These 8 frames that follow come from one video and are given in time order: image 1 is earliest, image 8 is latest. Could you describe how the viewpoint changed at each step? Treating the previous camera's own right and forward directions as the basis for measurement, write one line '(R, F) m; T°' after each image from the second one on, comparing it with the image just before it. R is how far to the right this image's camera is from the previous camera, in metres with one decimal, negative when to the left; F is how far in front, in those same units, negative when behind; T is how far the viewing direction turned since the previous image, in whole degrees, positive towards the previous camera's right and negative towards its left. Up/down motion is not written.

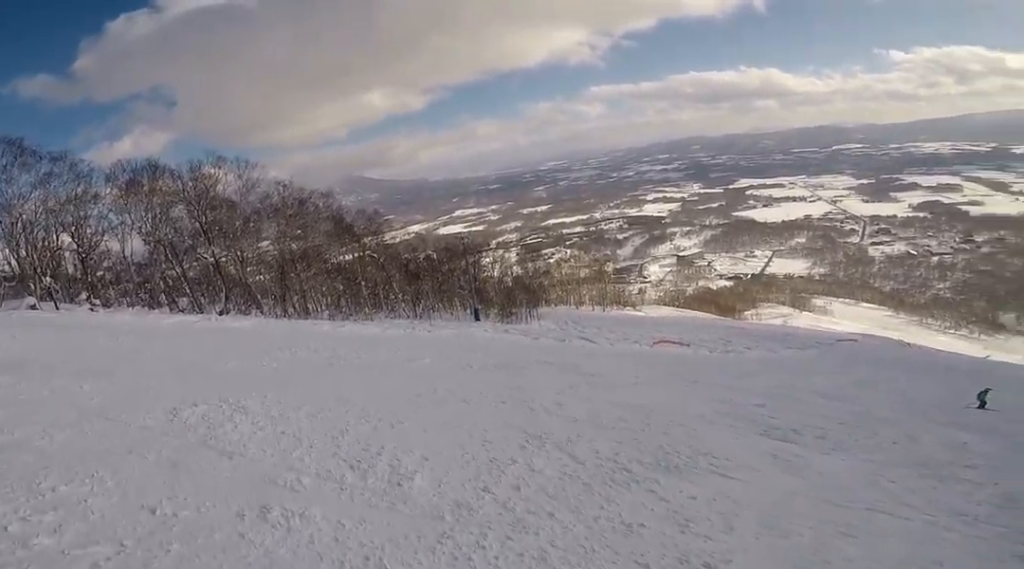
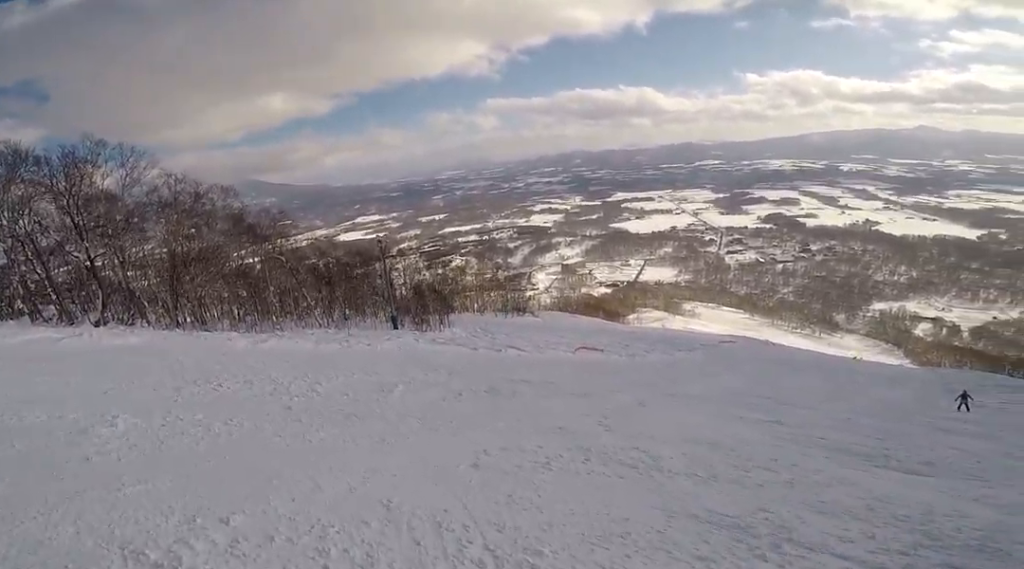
(+0.7, +3.8) m; +28°
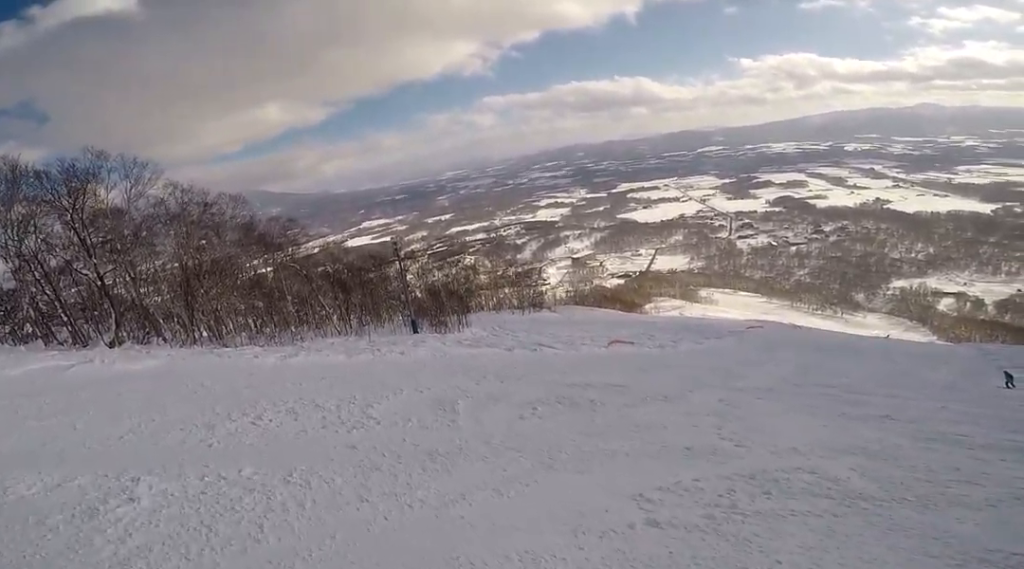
(+0.3, +1.8) m; +20°
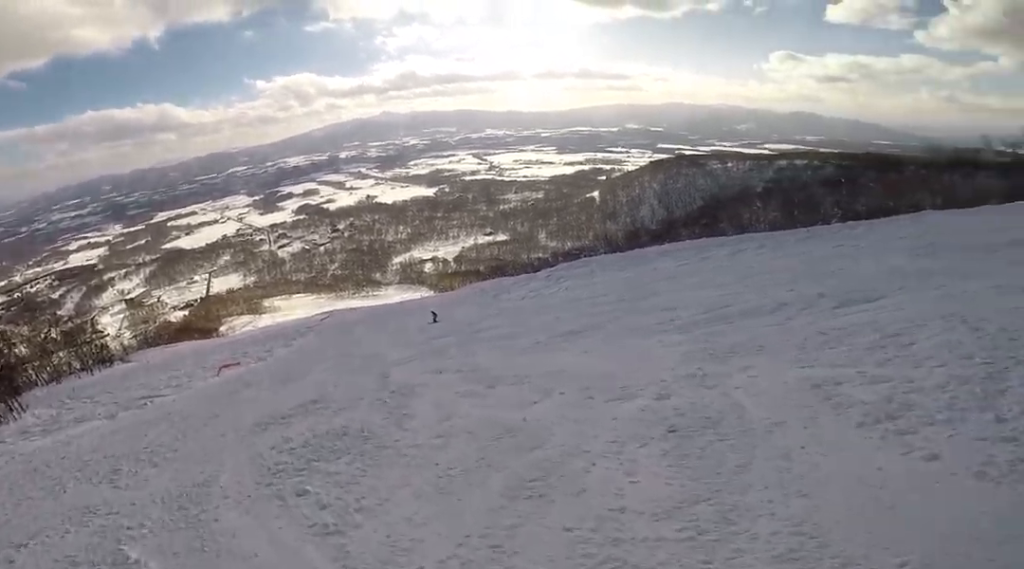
(+1.5, +3.6) m; +43°
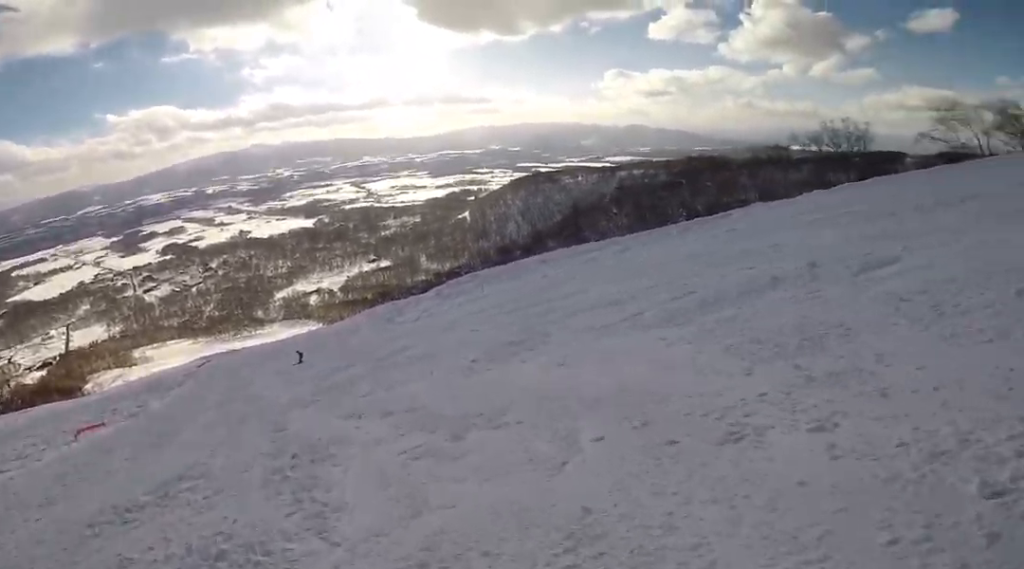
(+0.1, +1.3) m; +12°
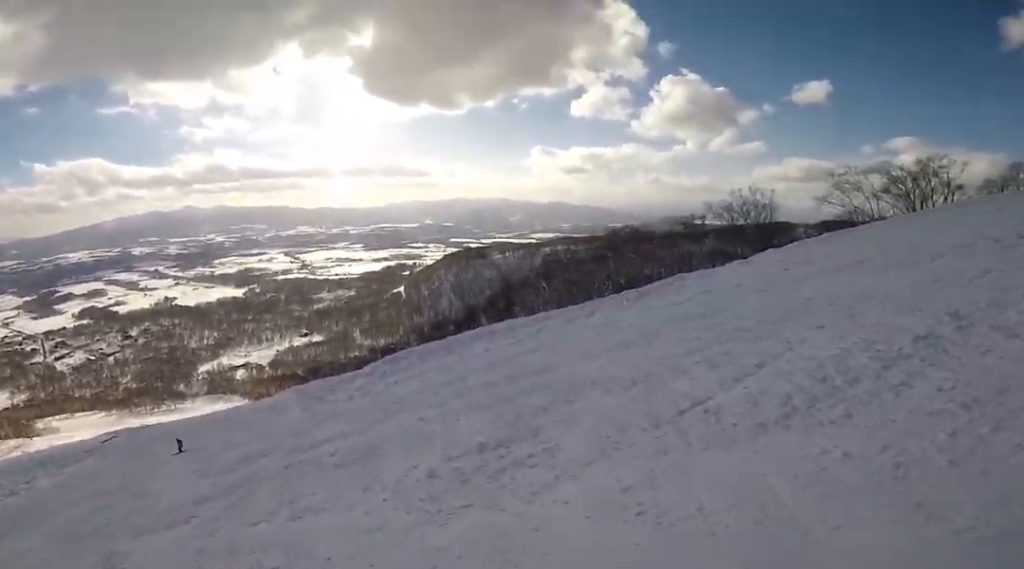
(+0.2, +1.9) m; +8°
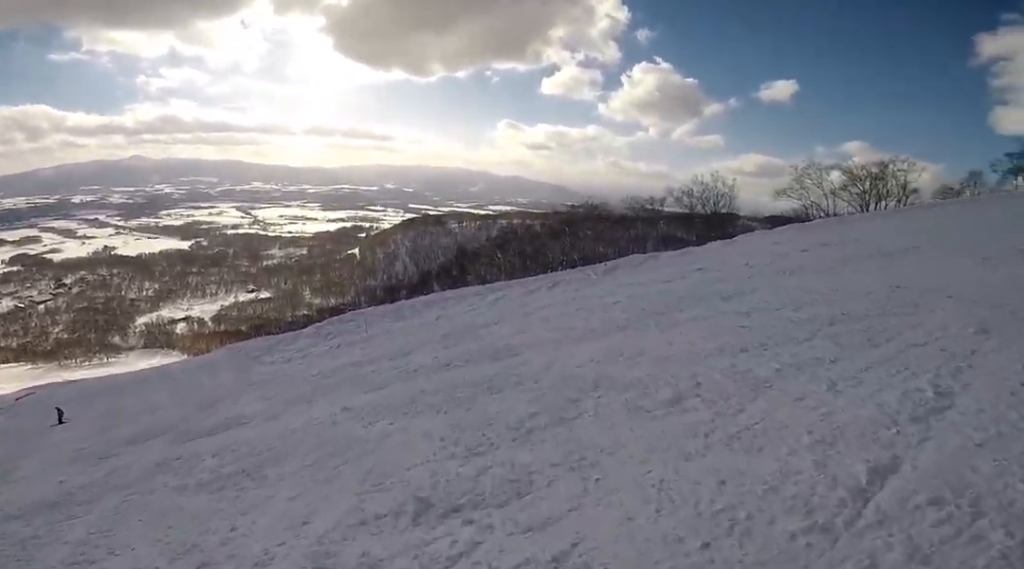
(+0.1, +1.8) m; +6°
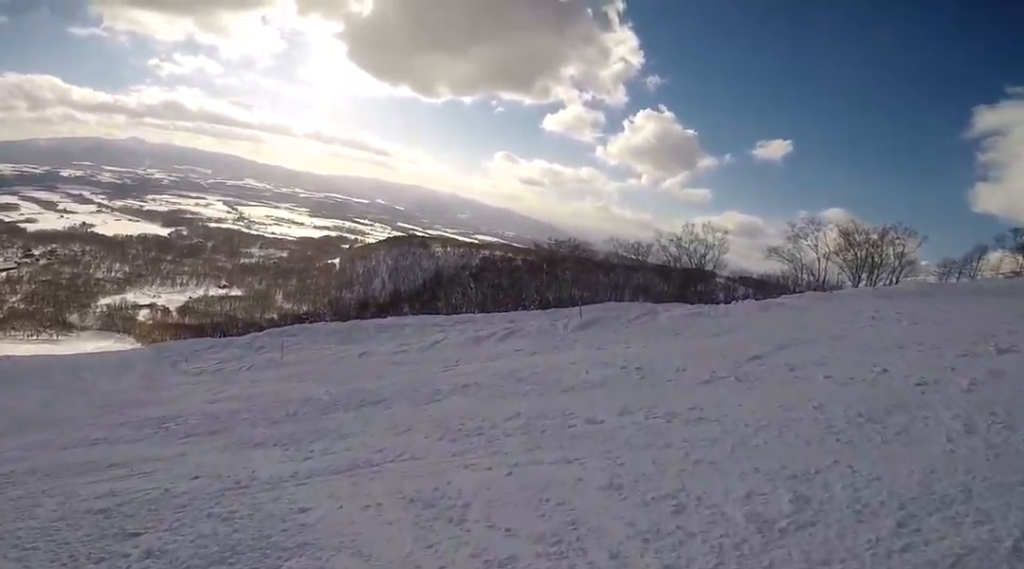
(+0.4, +6.0) m; -1°
